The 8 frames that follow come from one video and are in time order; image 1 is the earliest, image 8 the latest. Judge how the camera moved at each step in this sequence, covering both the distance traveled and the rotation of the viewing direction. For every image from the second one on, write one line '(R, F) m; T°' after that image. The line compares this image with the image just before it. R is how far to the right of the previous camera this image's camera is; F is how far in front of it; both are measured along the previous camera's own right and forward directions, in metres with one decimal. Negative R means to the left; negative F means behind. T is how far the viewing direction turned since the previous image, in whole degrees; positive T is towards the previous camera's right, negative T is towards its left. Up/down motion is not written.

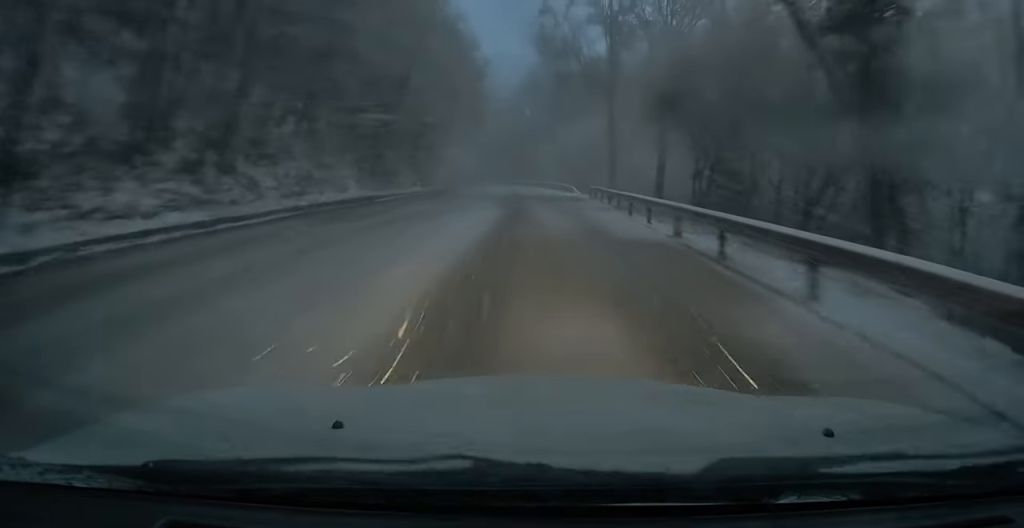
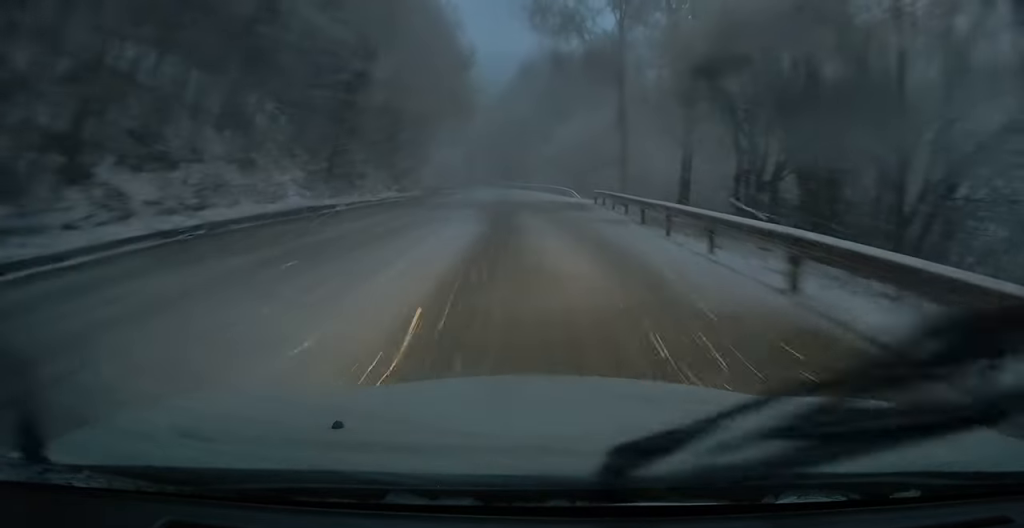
(0.0, +6.9) m; 0°
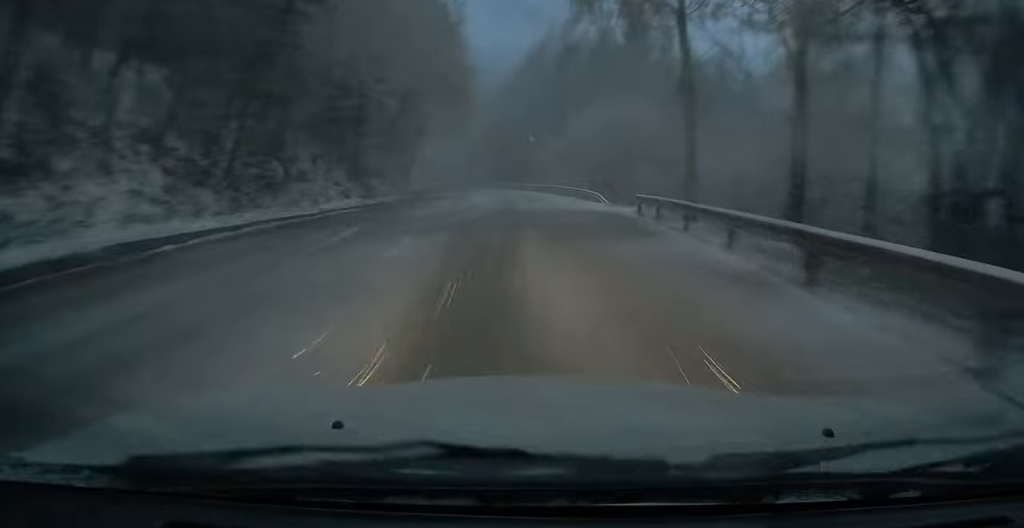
(+0.1, +11.0) m; 0°
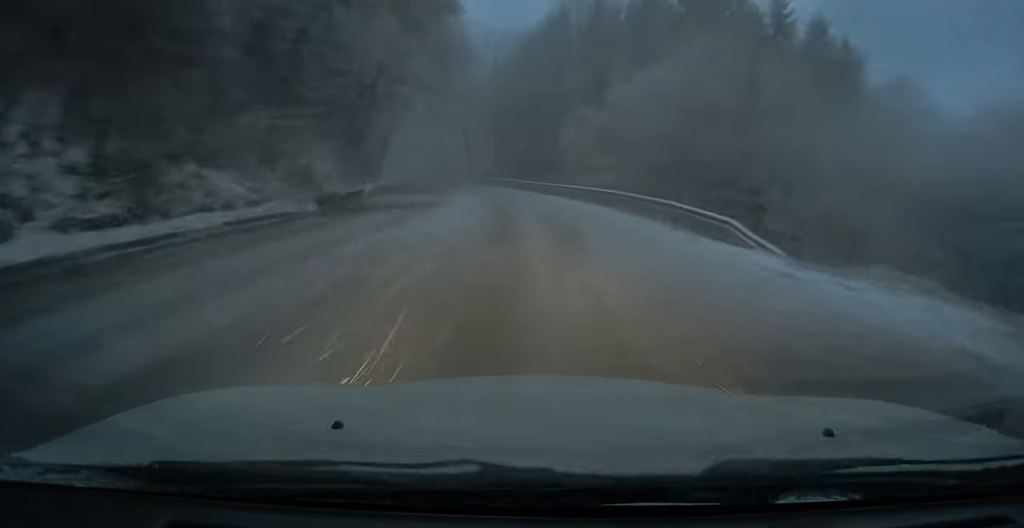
(0.0, +21.2) m; -1°
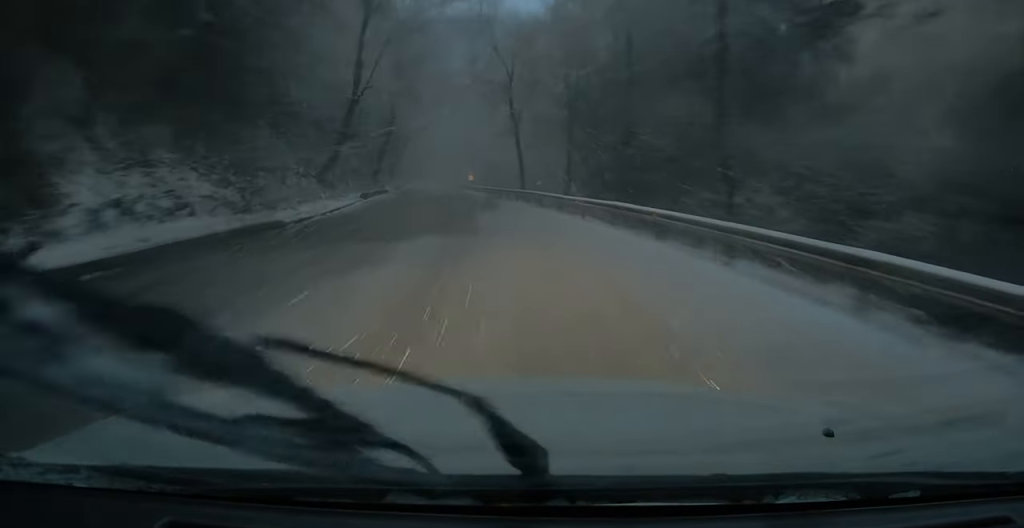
(-2.3, +29.3) m; -9°
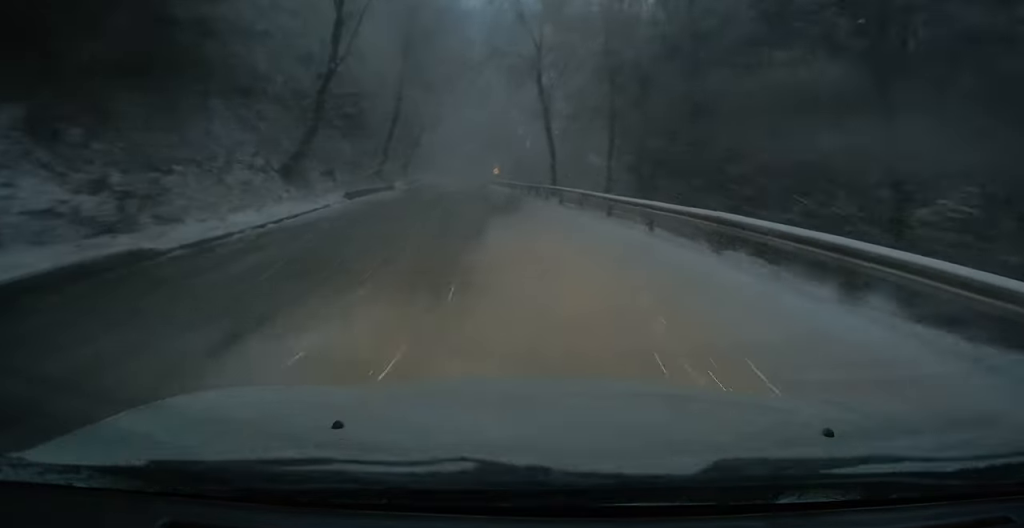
(-0.1, +7.3) m; -1°
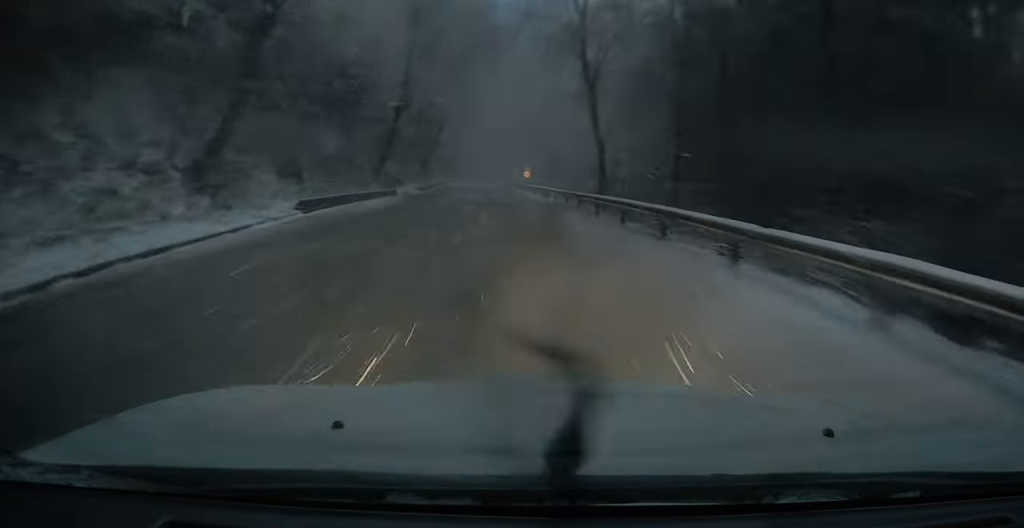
(-0.1, +8.3) m; -1°
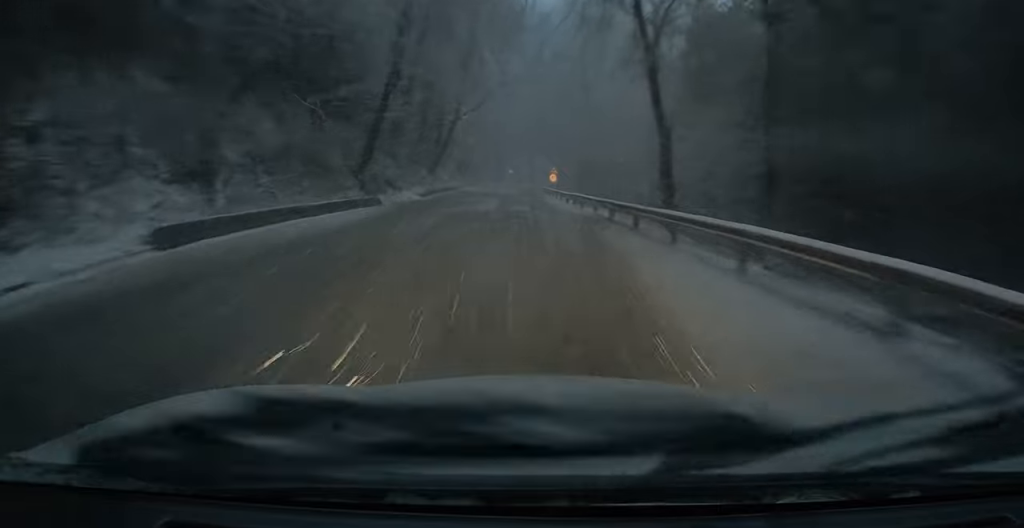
(-0.1, +7.7) m; -1°
